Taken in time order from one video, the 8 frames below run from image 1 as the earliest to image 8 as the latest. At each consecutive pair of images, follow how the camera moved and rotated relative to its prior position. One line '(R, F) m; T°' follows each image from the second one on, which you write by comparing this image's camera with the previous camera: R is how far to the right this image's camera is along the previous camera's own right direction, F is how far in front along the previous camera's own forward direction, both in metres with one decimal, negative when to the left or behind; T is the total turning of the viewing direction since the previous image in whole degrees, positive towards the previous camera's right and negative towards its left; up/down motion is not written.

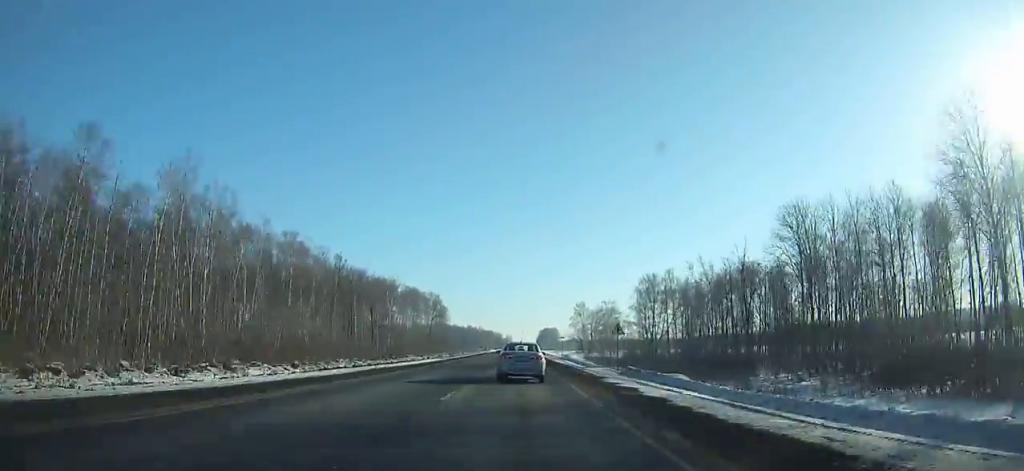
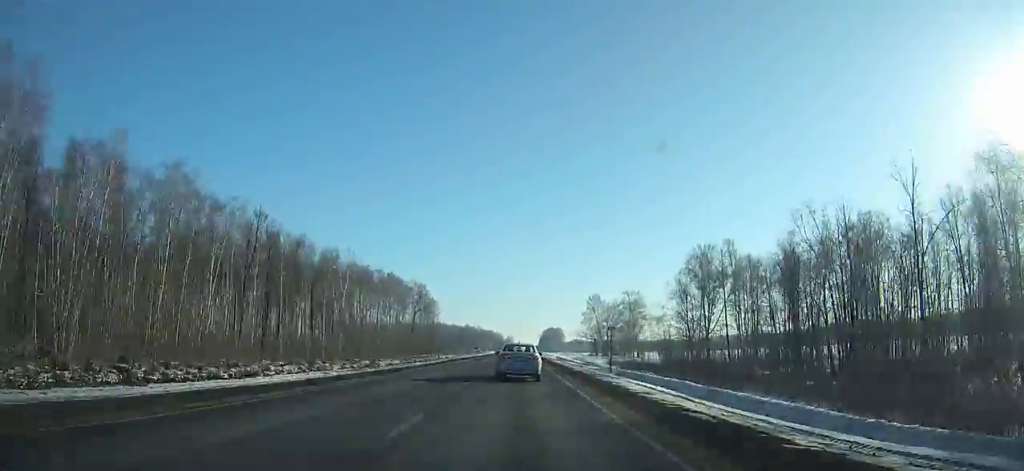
(0.0, +42.3) m; 0°
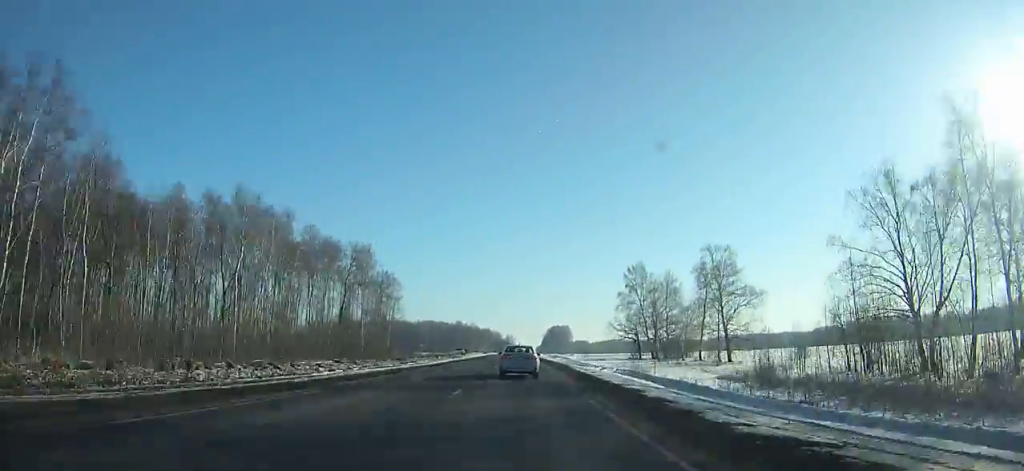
(-0.1, +78.3) m; 0°
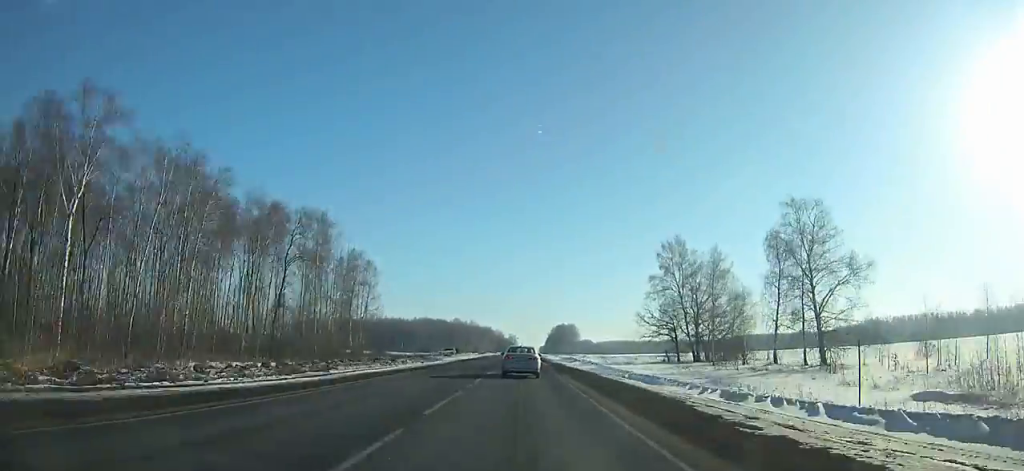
(0.0, +31.6) m; 0°
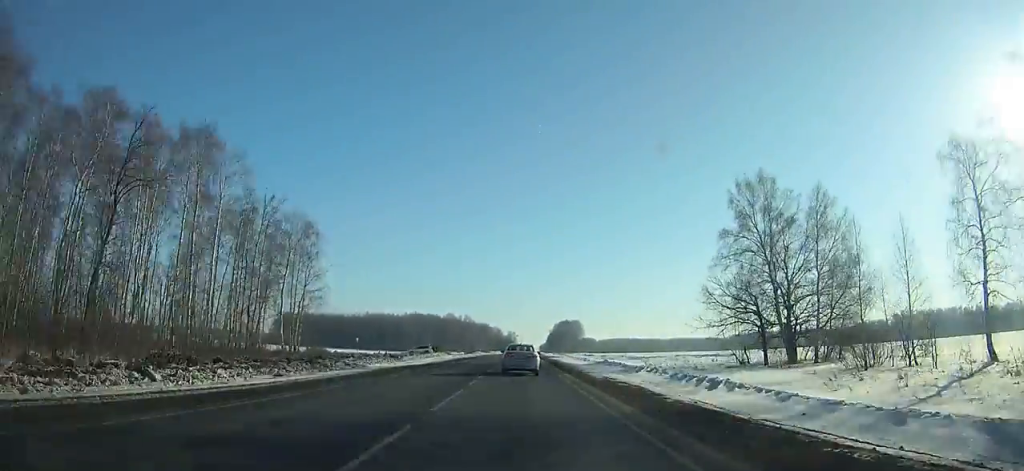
(-0.1, +38.9) m; 0°
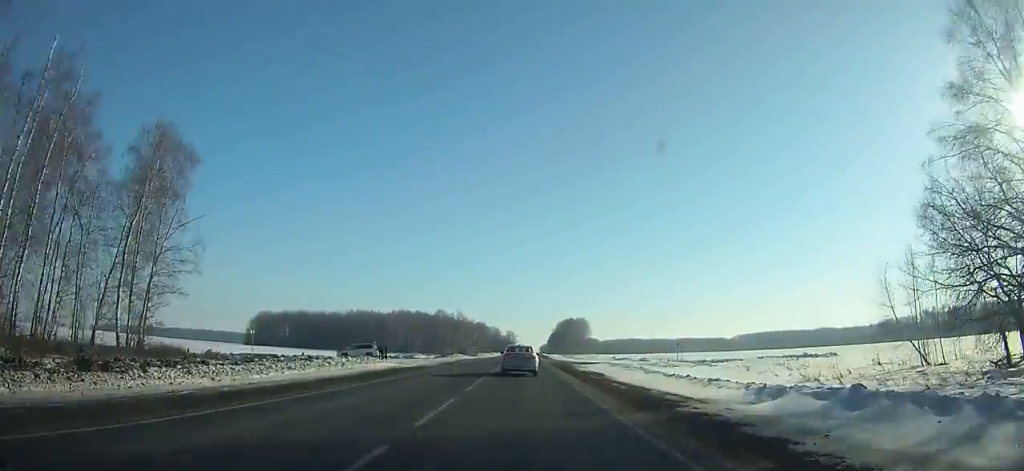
(+0.1, +41.2) m; 0°
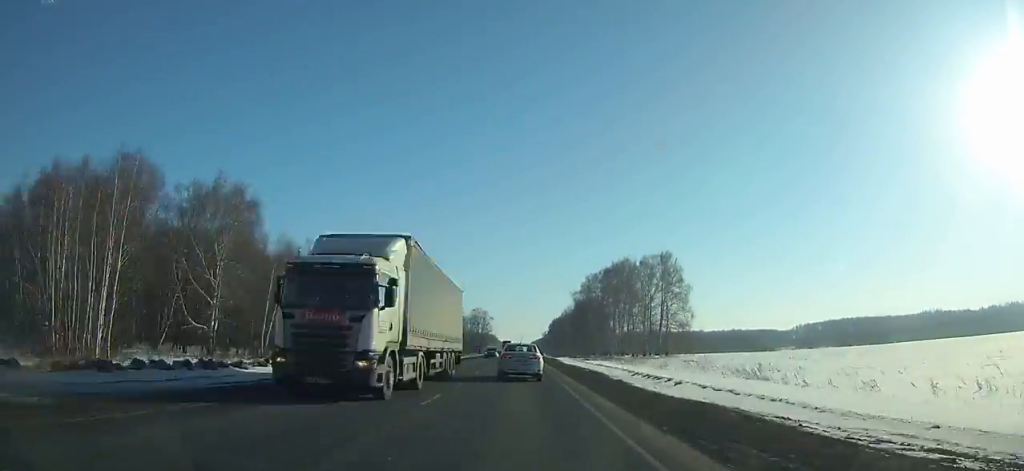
(+2.4, +259.0) m; +1°
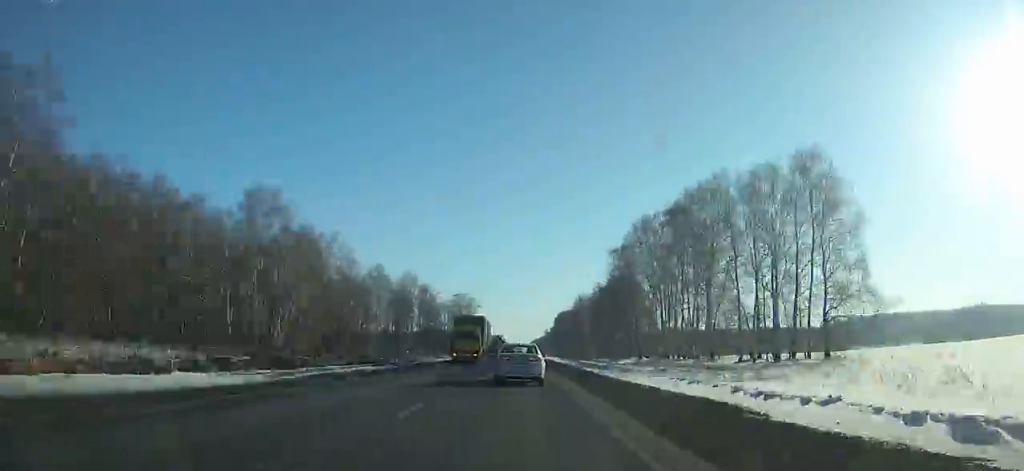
(0.0, +73.8) m; 0°
